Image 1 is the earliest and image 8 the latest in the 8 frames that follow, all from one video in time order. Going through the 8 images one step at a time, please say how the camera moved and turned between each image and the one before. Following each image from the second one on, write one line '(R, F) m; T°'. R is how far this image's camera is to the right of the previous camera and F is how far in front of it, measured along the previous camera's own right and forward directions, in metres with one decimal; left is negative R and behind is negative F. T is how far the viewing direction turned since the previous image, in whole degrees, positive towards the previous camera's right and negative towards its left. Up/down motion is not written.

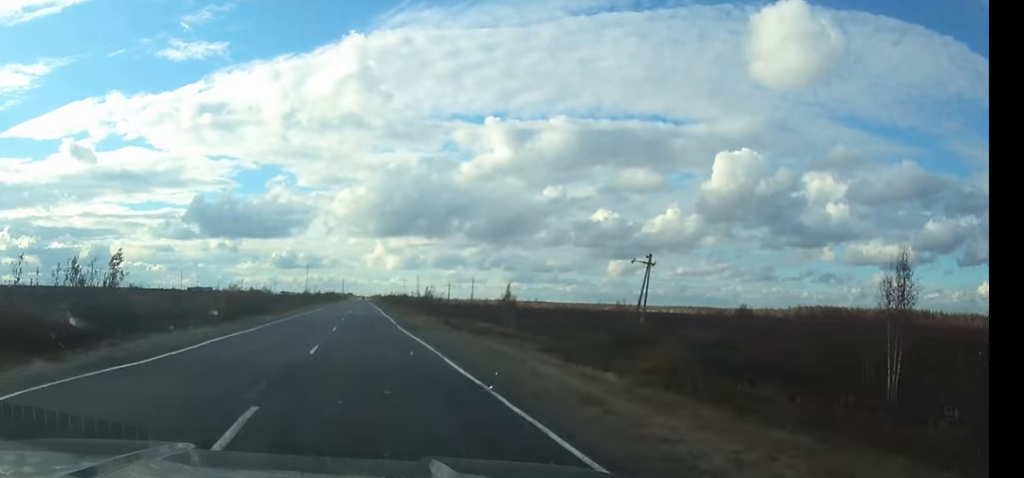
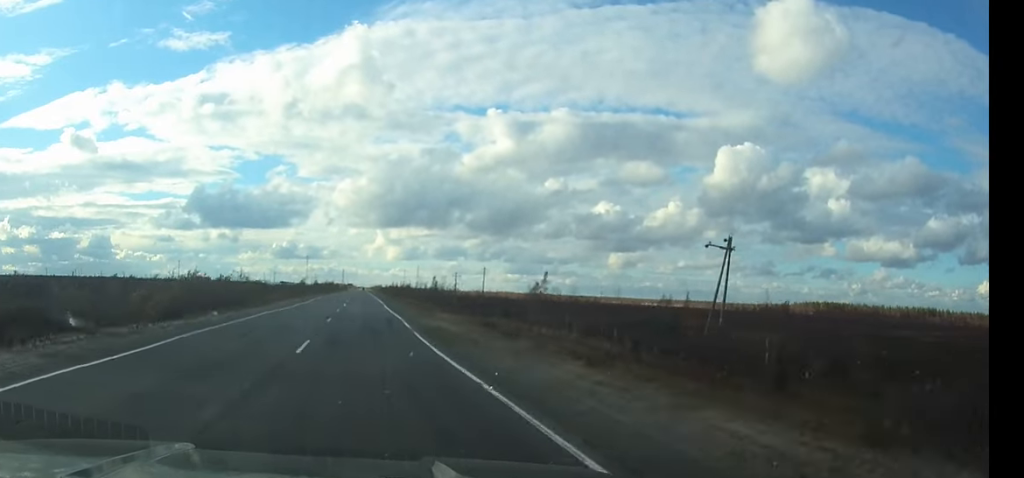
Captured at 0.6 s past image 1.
(0.0, +13.7) m; 0°
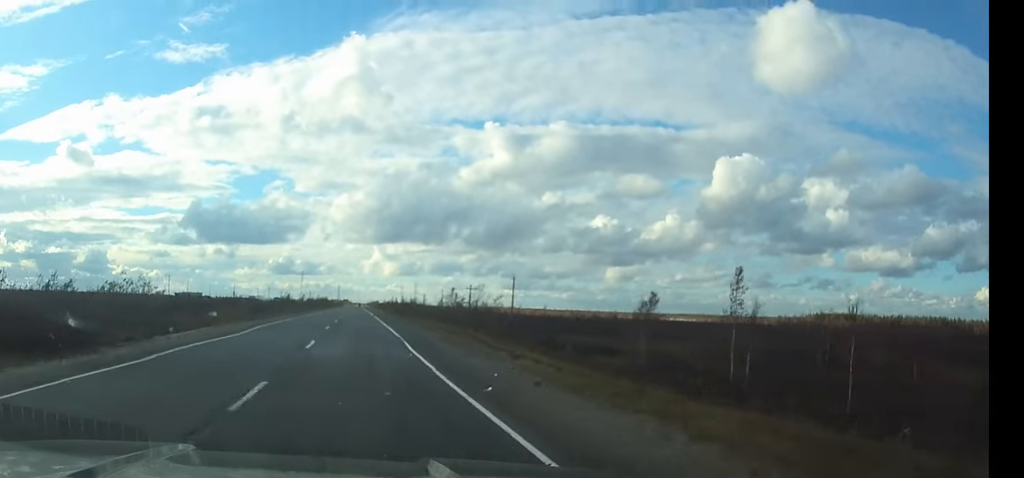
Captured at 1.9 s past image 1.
(0.0, +30.1) m; 0°
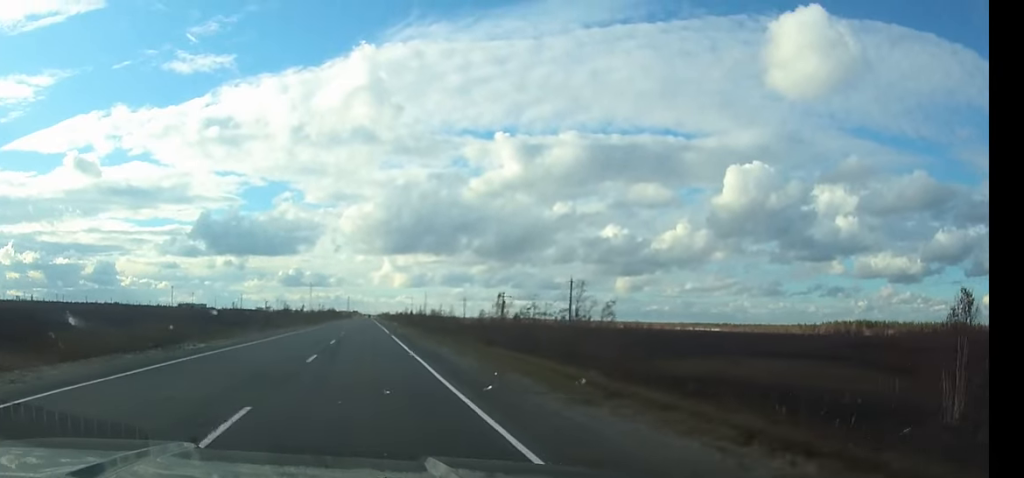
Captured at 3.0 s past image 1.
(0.0, +26.4) m; 0°
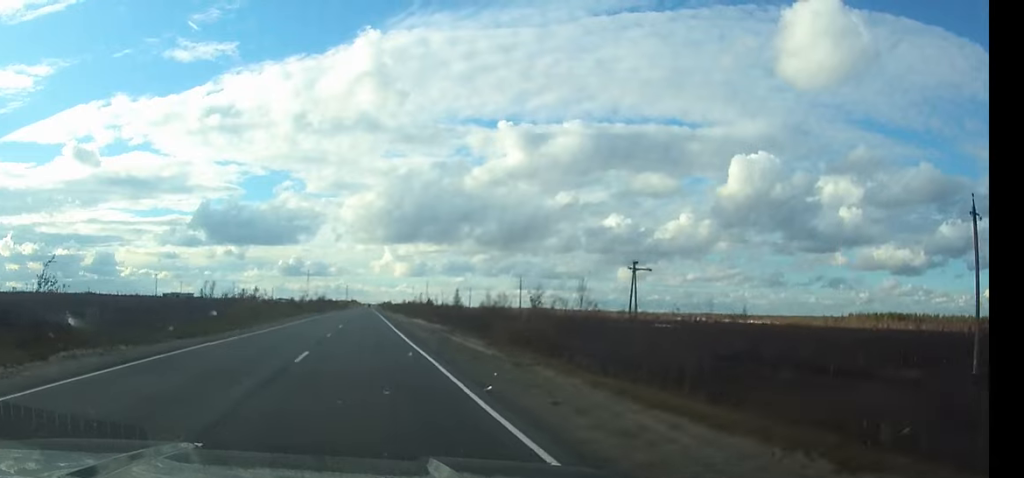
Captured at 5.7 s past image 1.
(-0.1, +64.0) m; 0°
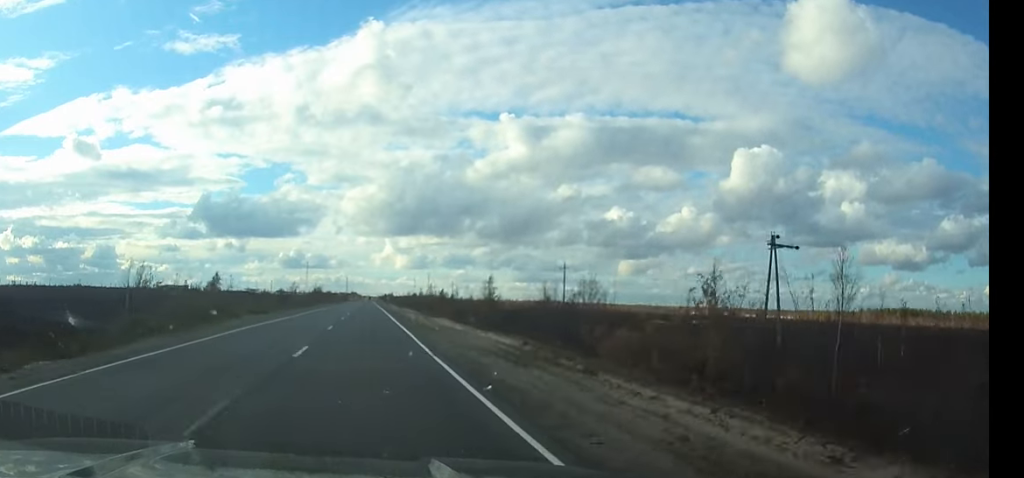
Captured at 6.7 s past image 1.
(0.0, +25.8) m; 0°
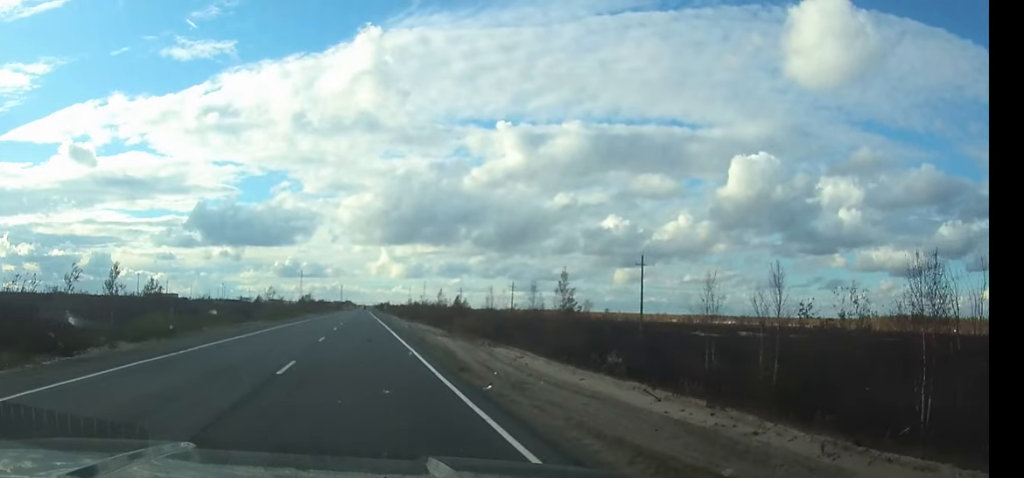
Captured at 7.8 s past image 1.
(+0.1, +28.6) m; 0°
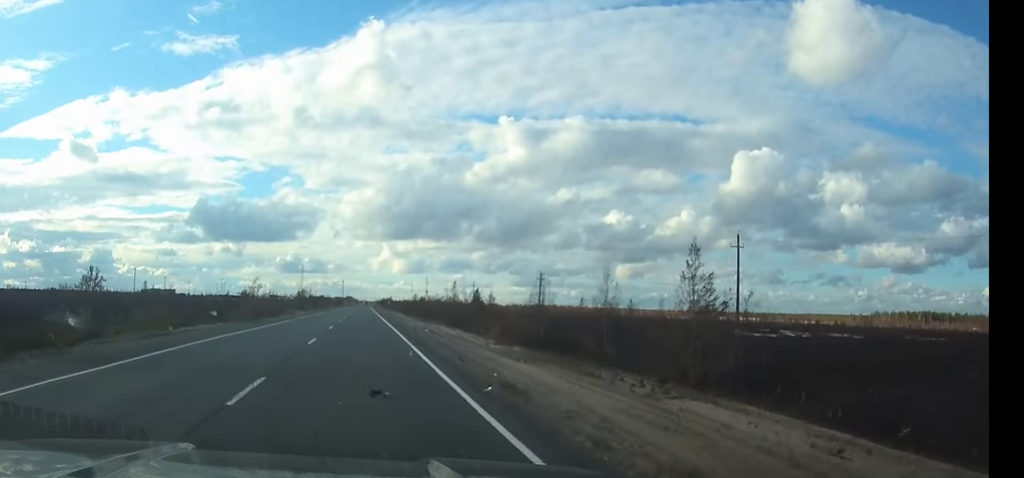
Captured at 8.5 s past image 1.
(0.0, +18.5) m; 0°
